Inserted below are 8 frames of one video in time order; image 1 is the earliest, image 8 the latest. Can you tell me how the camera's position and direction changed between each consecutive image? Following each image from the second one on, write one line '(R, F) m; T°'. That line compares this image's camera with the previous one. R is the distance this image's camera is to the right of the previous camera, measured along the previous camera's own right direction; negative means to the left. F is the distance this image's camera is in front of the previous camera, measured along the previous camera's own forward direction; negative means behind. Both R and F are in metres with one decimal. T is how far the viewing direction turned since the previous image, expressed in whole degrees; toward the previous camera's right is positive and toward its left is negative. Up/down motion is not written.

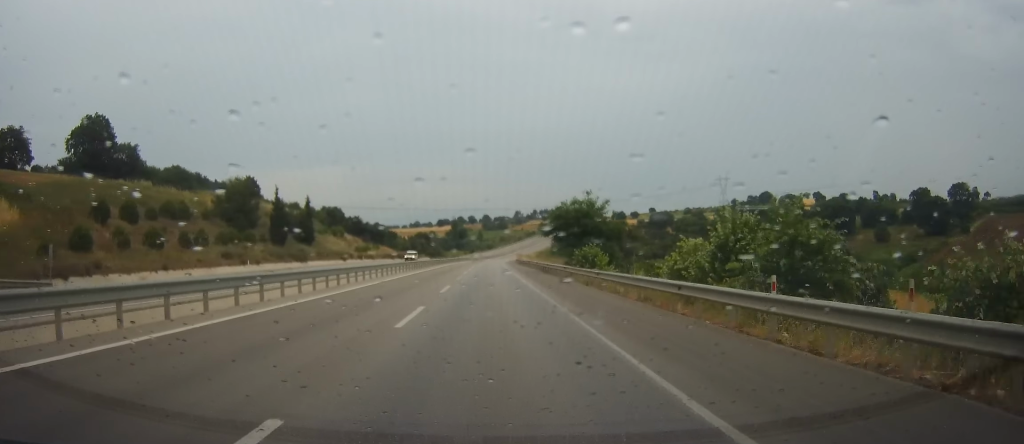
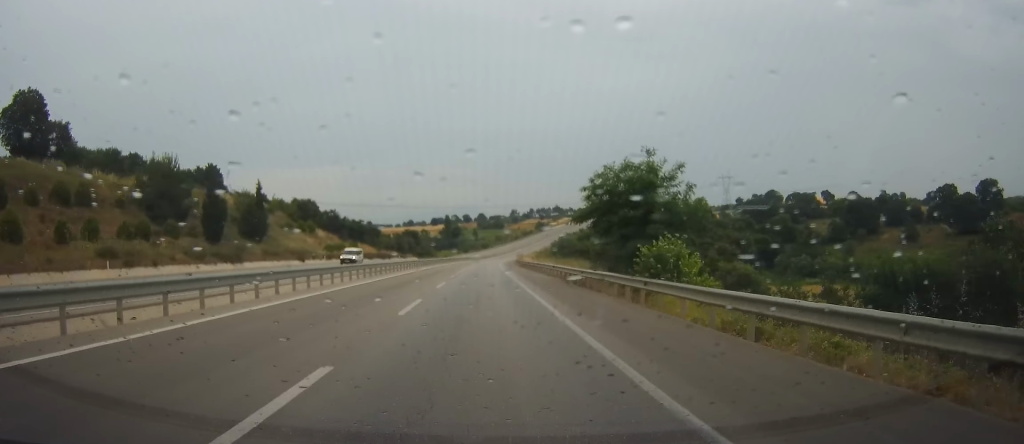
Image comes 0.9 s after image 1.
(+0.6, +21.3) m; +2°
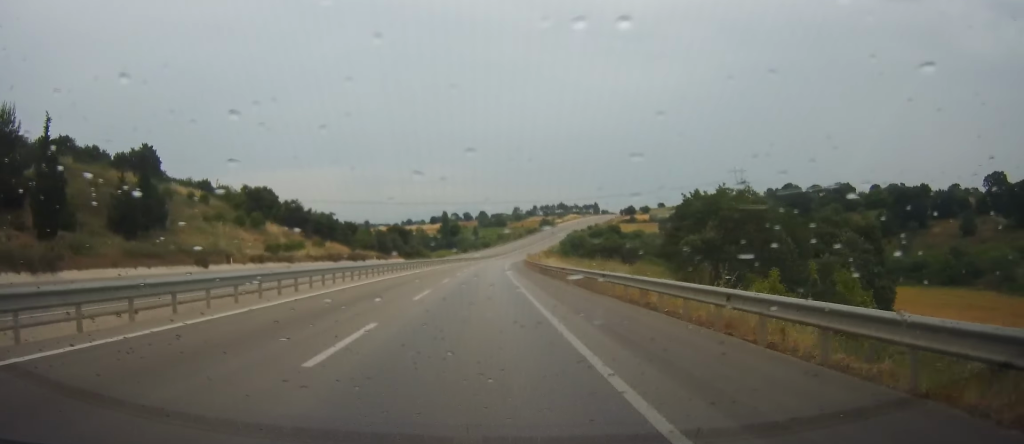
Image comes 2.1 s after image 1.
(+0.3, +30.1) m; +1°
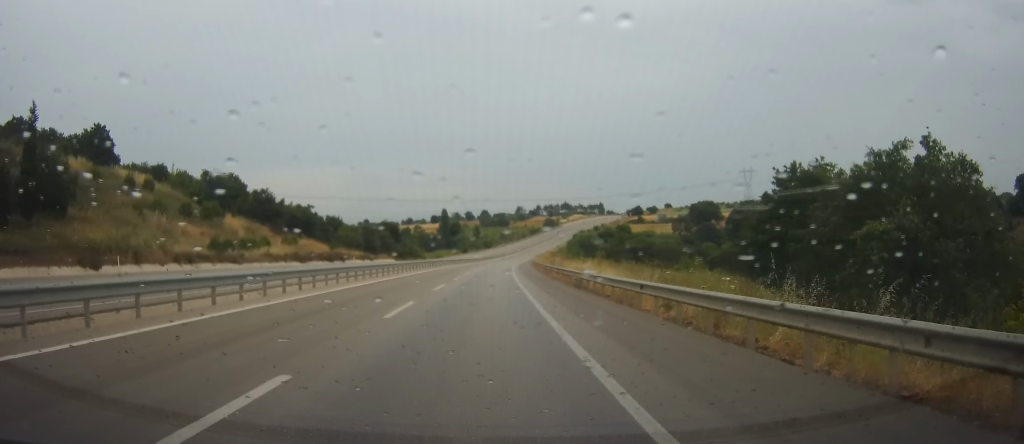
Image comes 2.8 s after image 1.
(0.0, +17.8) m; 0°
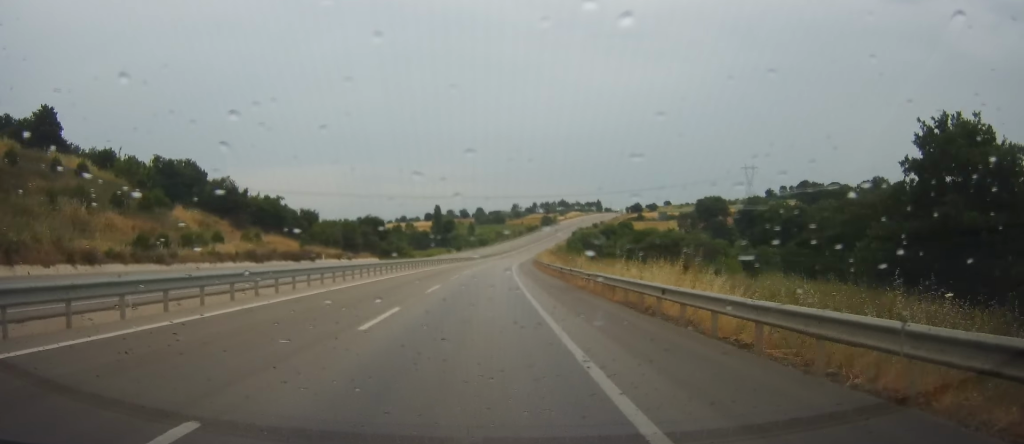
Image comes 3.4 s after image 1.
(0.0, +14.9) m; 0°
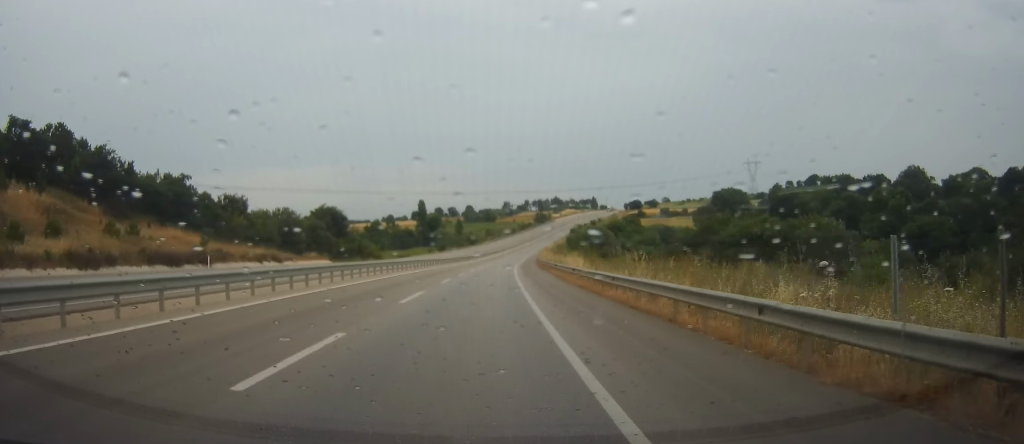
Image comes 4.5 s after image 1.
(-0.1, +29.2) m; 0°
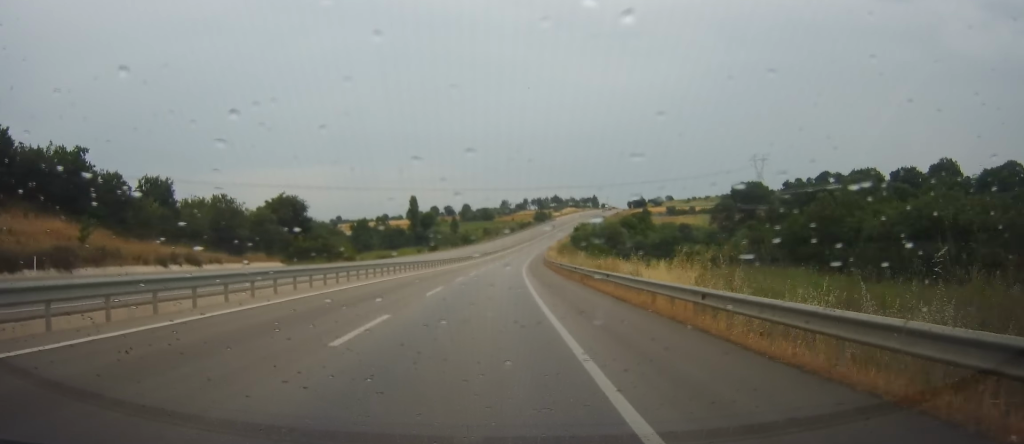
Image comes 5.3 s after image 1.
(+0.1, +20.7) m; 0°
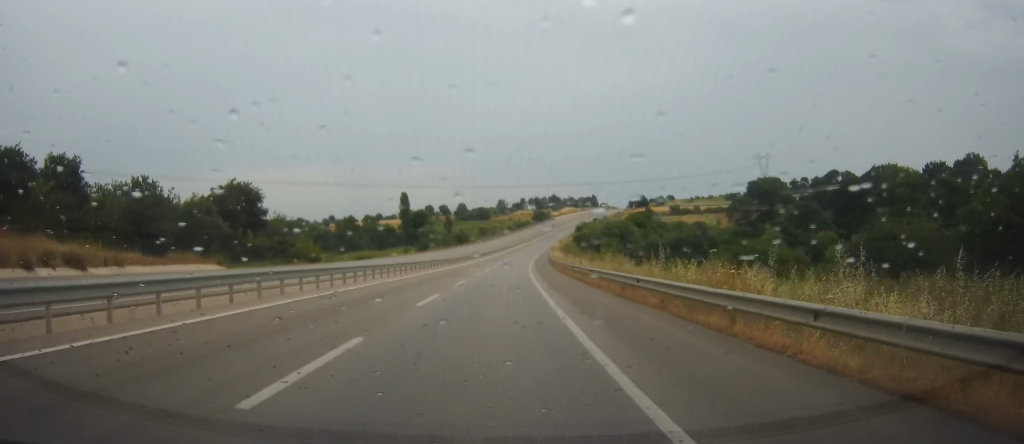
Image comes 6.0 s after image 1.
(0.0, +16.0) m; 0°
